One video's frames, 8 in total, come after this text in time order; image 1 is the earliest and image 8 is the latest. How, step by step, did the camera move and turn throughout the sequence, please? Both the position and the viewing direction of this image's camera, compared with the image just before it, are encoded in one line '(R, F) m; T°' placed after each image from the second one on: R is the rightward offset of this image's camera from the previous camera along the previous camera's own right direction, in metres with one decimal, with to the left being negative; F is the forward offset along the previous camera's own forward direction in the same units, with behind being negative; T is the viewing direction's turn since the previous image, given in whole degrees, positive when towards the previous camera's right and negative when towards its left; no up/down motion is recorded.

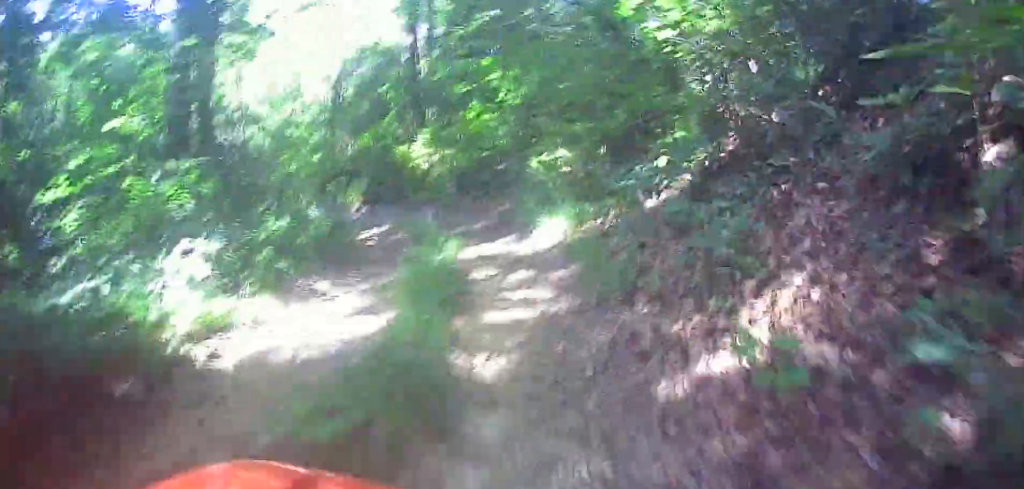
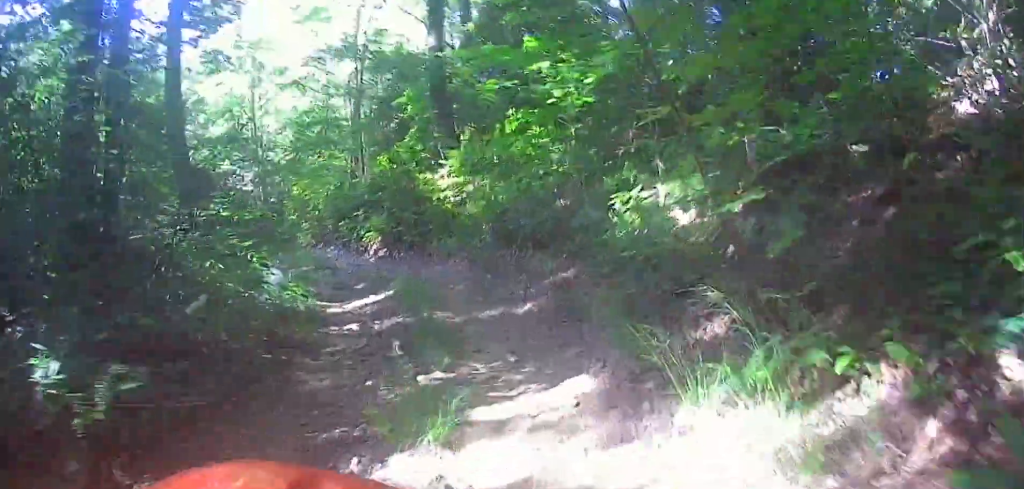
(+0.5, +5.3) m; +2°
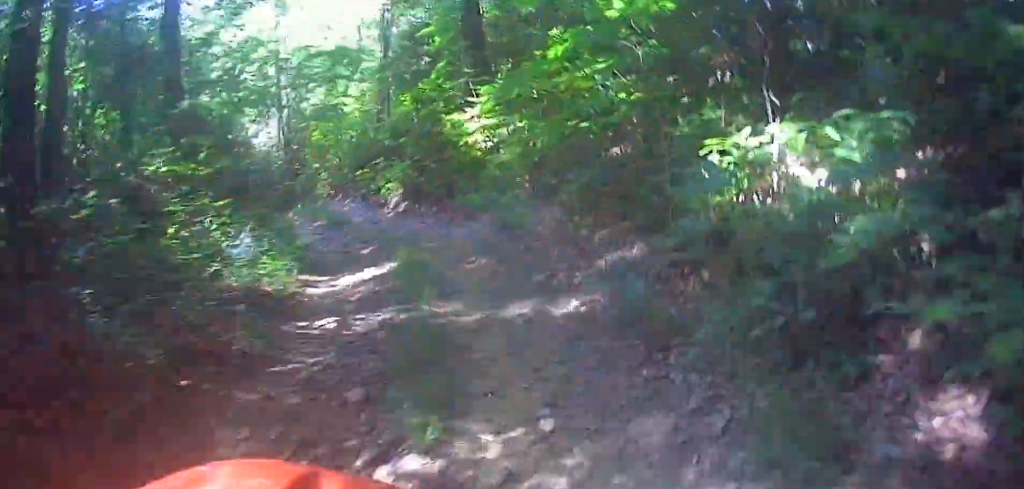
(0.0, +2.9) m; -5°
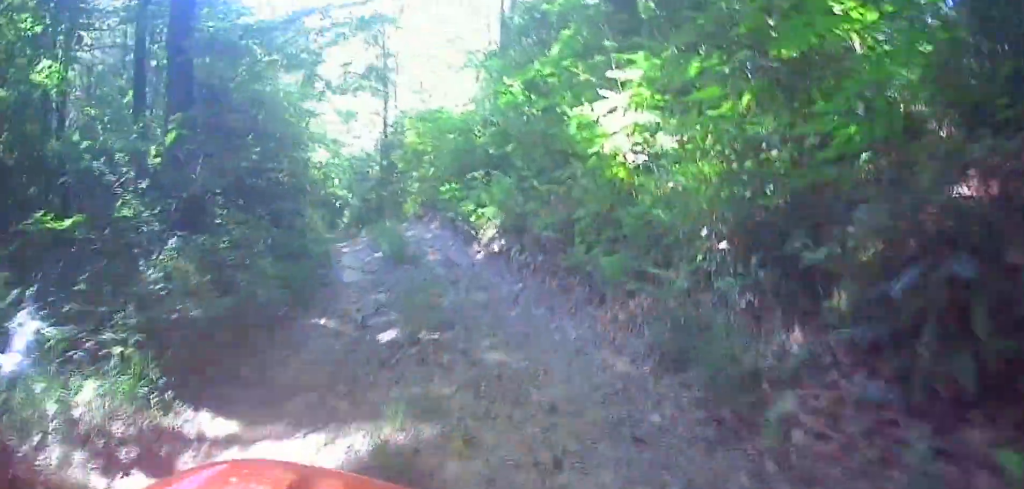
(-0.8, +6.8) m; -12°
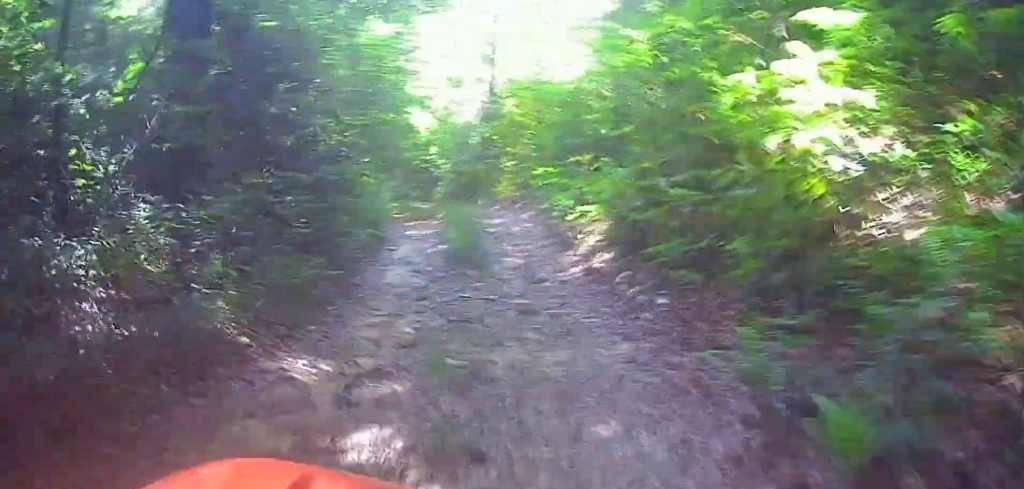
(-0.3, +4.4) m; -4°
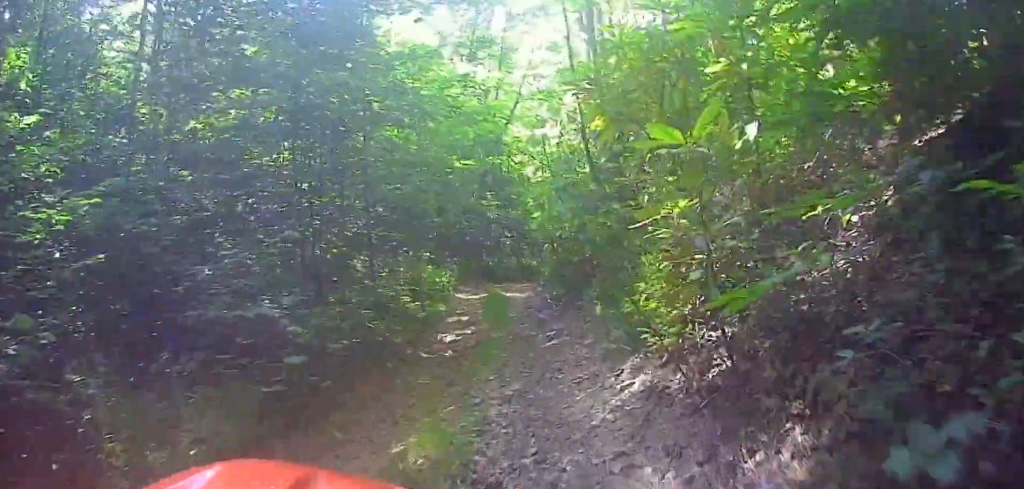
(-0.3, +17.7) m; -1°
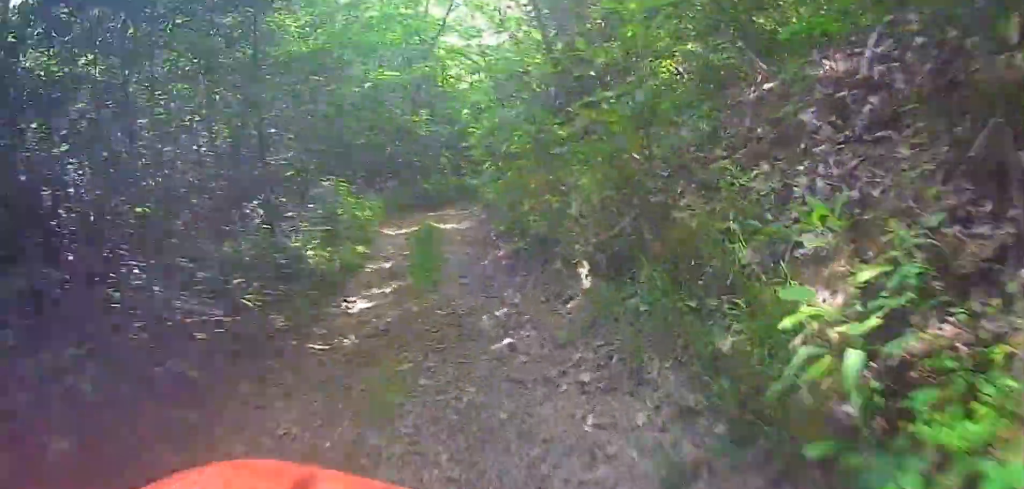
(0.0, +6.8) m; -2°
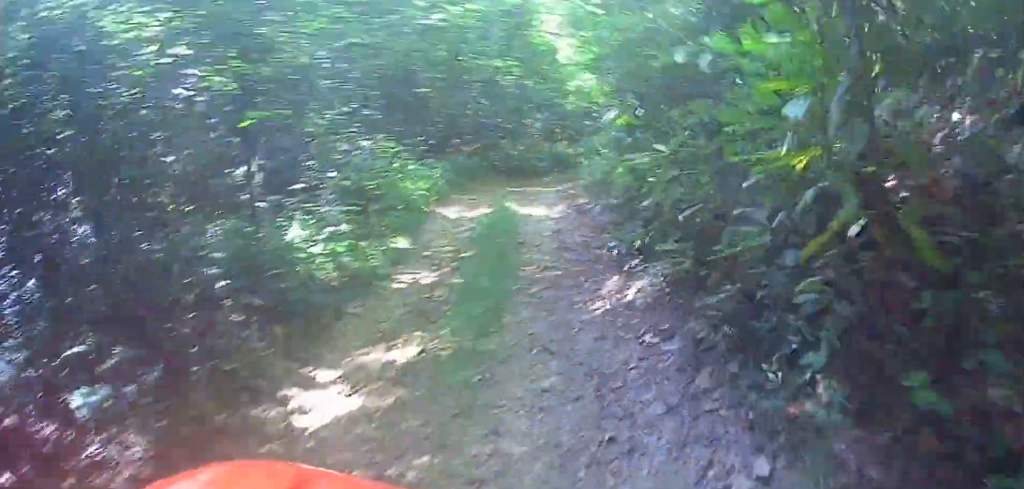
(-0.4, +10.1) m; -5°
